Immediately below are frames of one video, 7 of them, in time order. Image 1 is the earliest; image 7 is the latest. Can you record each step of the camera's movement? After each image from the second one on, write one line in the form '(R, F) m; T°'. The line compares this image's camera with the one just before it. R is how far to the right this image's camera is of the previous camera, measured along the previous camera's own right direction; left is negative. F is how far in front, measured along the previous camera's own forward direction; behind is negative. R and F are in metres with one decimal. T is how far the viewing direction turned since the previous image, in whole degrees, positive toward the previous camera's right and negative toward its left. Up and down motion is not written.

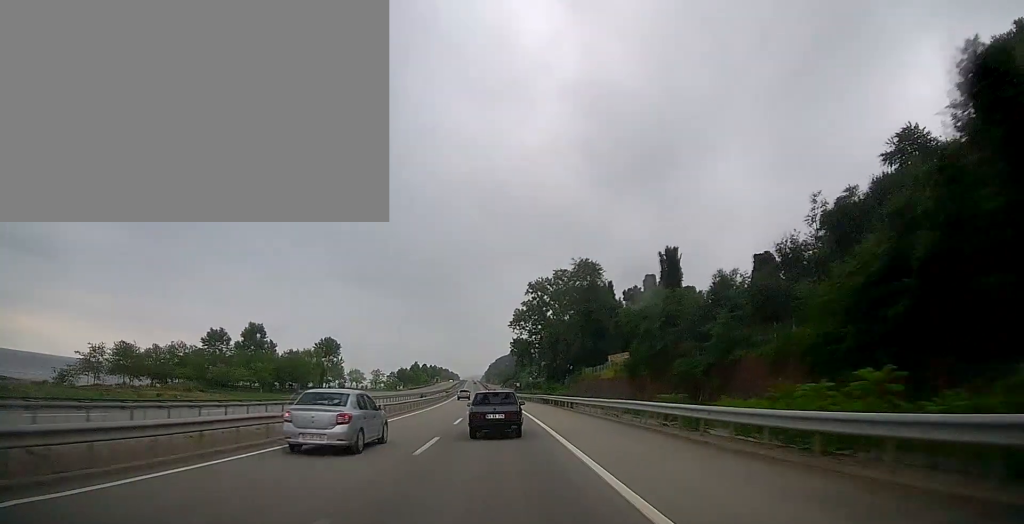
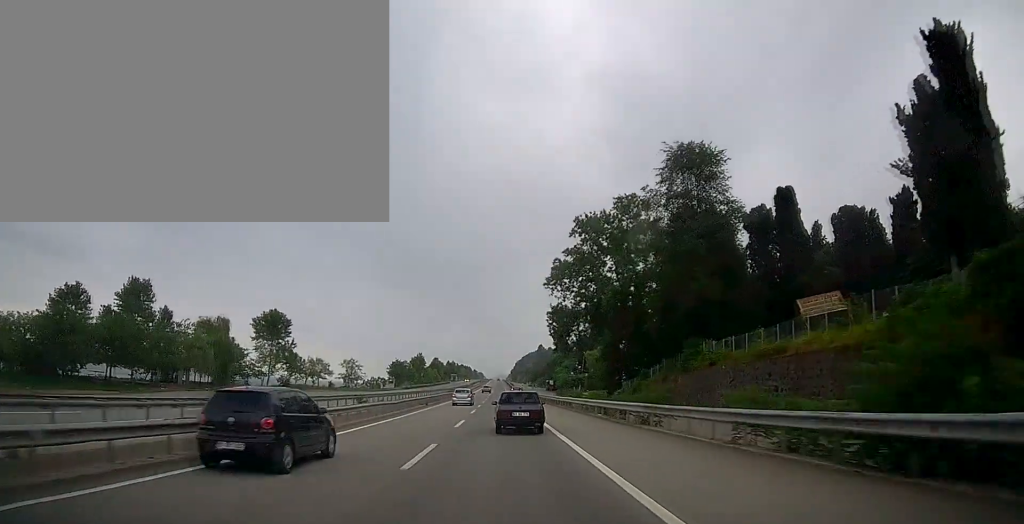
(-0.1, +49.9) m; -2°
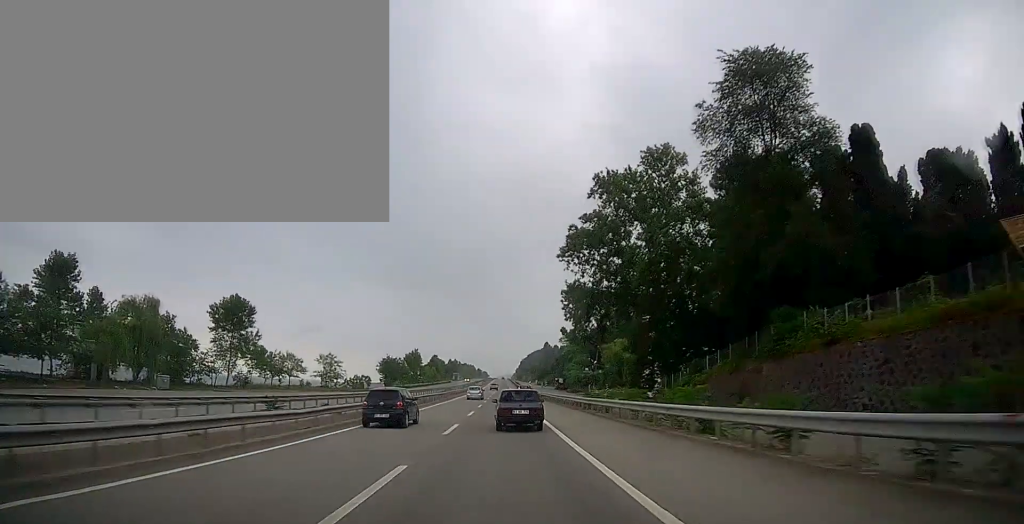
(-0.4, +16.5) m; -1°
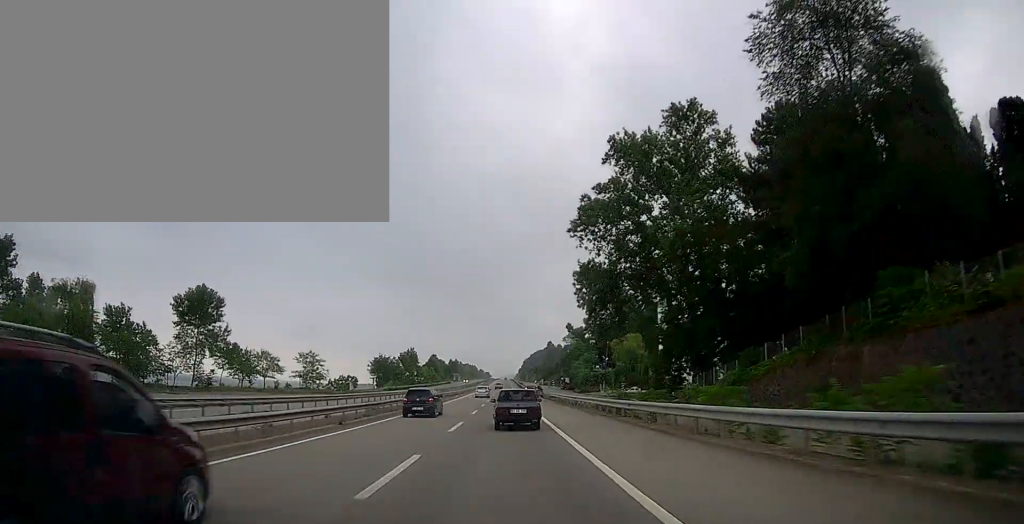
(0.0, +10.5) m; -1°
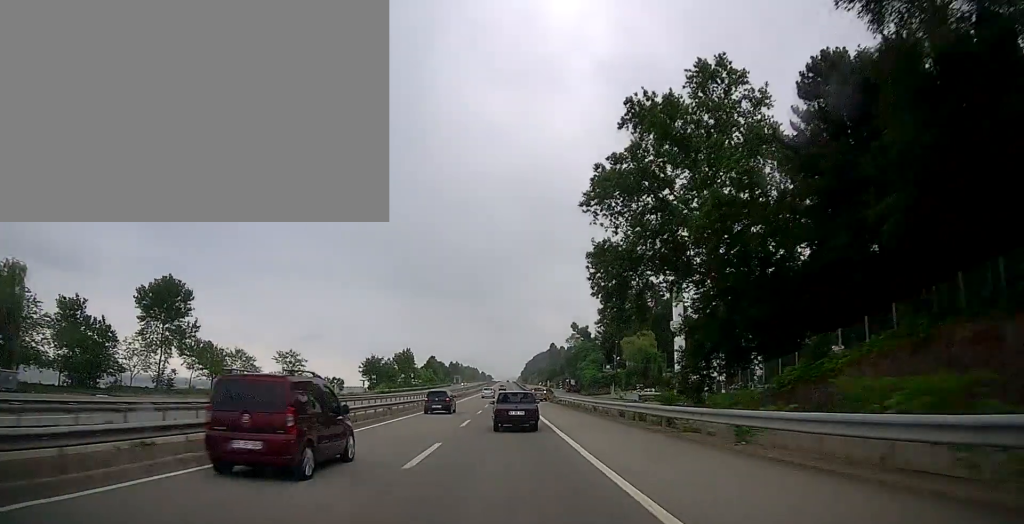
(+0.1, +8.6) m; 0°
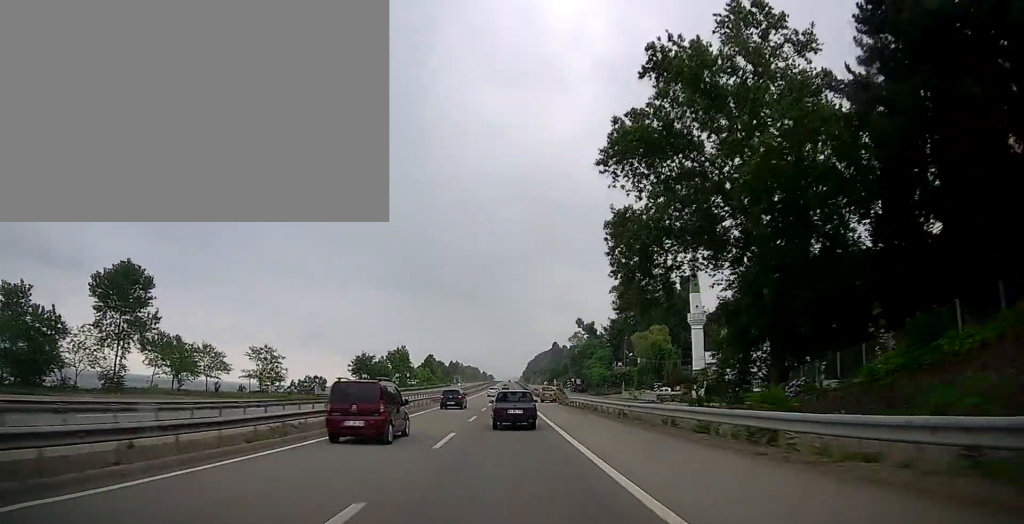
(-0.1, +8.5) m; 0°
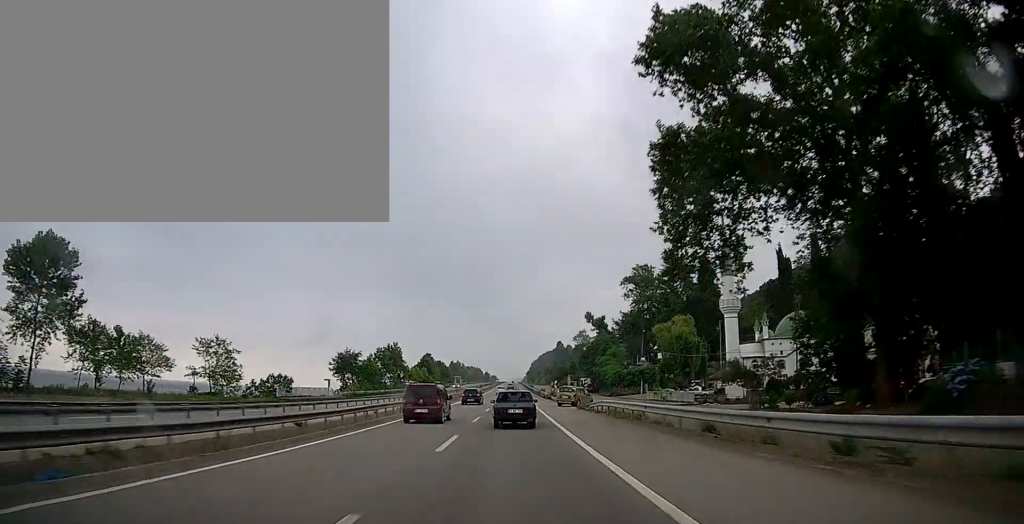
(-0.2, +12.4) m; 0°
